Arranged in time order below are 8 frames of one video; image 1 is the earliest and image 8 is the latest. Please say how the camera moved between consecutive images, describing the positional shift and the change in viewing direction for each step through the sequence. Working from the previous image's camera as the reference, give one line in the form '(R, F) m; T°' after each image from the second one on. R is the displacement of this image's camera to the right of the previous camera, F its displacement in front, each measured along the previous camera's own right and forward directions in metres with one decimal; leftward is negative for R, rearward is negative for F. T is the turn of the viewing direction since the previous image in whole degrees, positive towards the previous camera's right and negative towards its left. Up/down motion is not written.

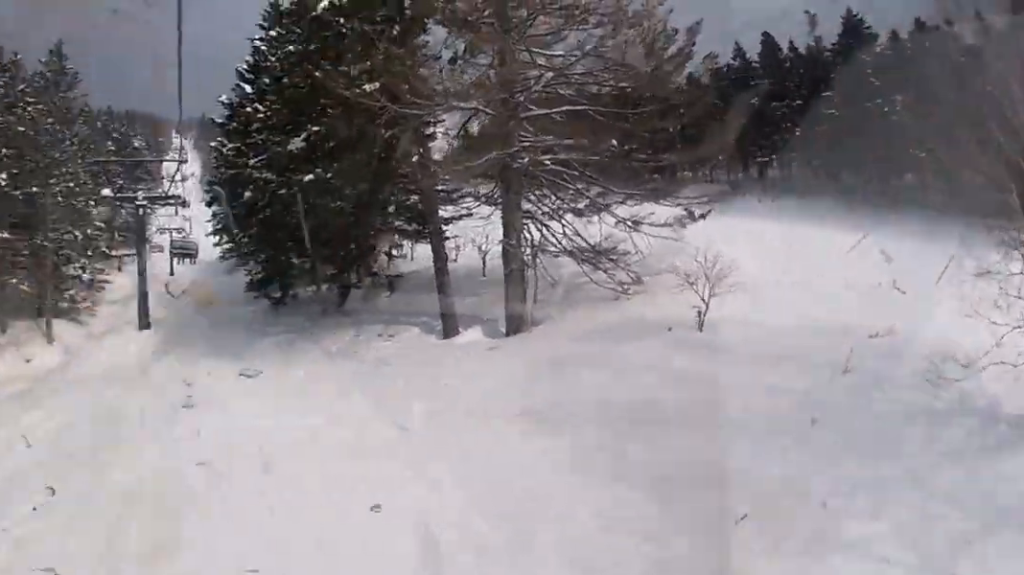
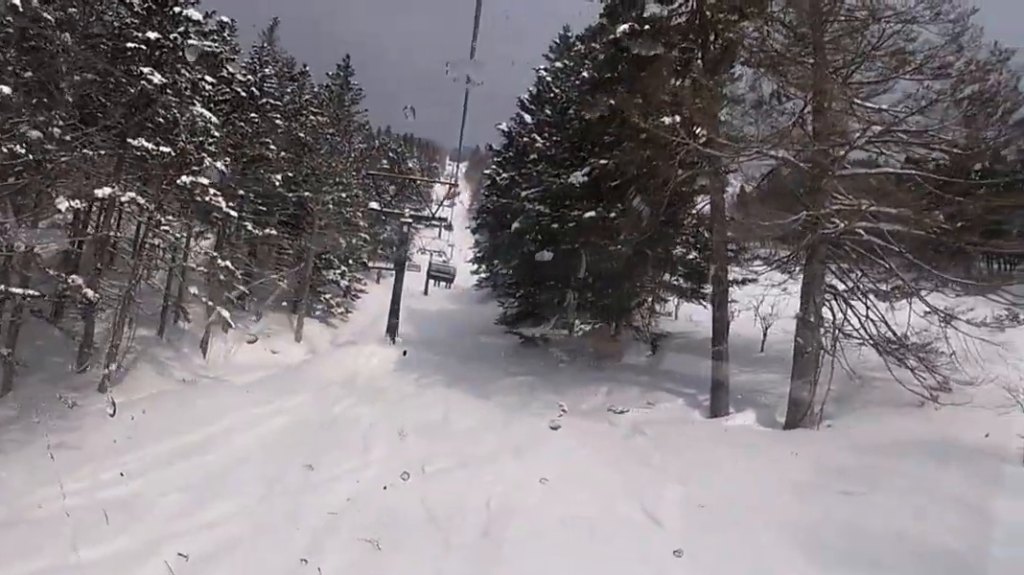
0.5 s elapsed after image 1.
(+0.1, +1.8) m; +1°
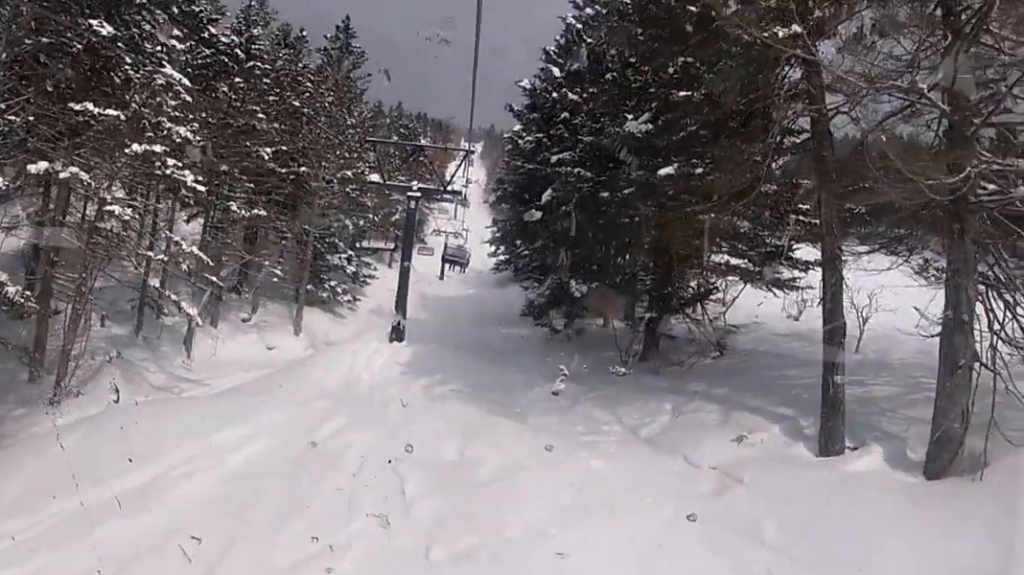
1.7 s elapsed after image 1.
(0.0, +5.1) m; 0°
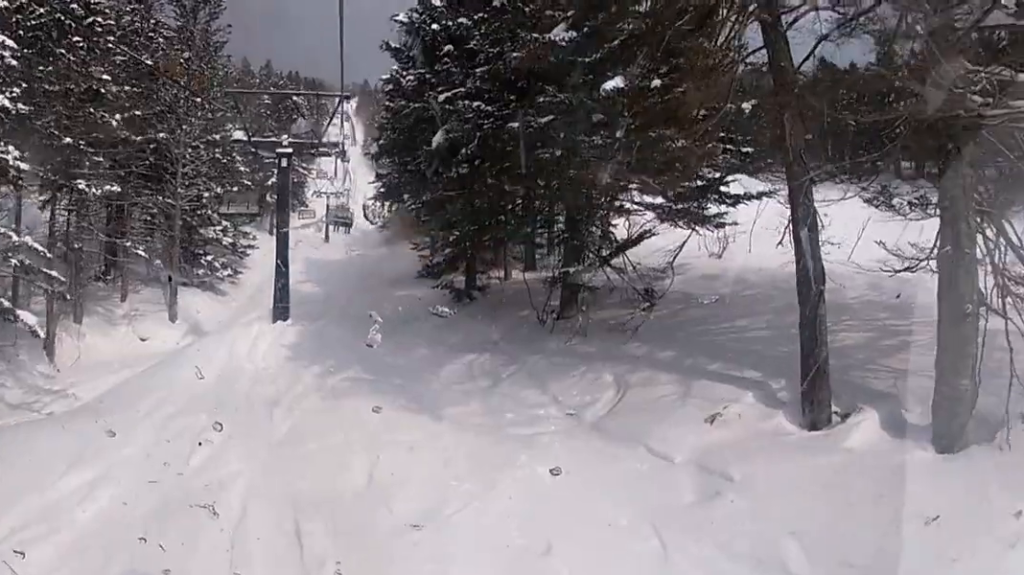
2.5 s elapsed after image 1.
(0.0, +3.1) m; 0°
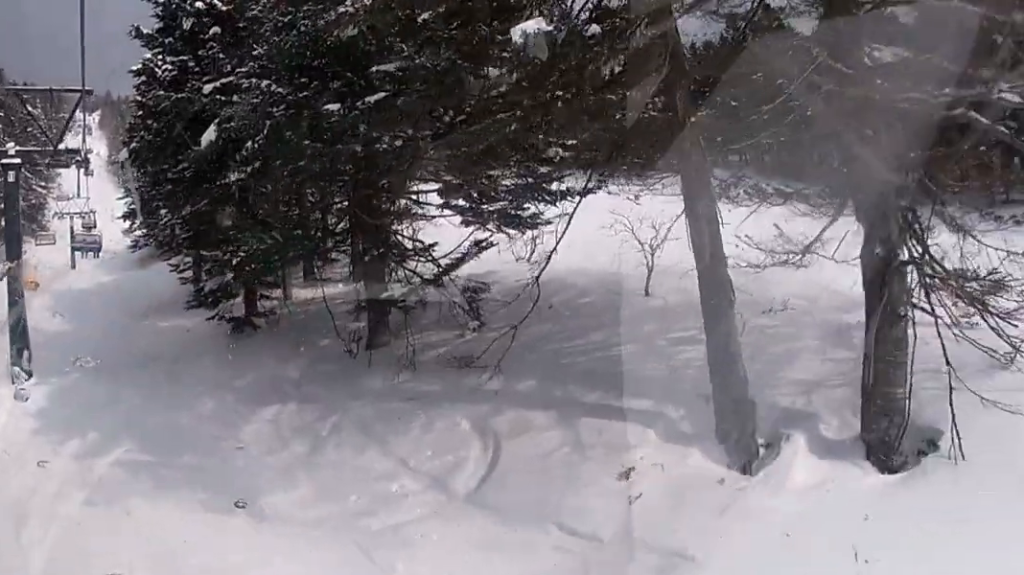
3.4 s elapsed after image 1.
(0.0, +3.5) m; 0°
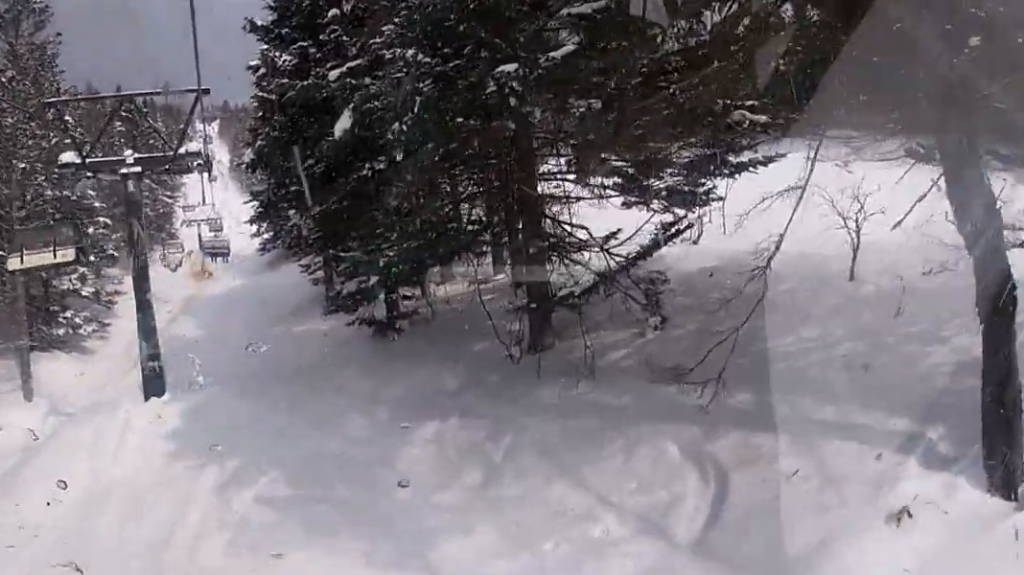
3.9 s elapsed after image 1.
(0.0, +1.9) m; 0°
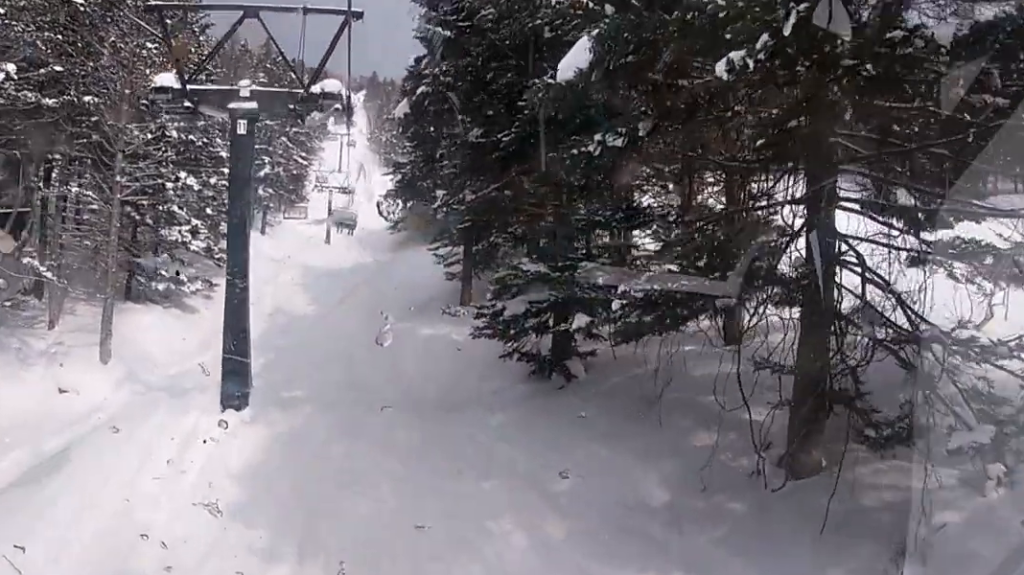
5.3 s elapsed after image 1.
(0.0, +5.4) m; 0°
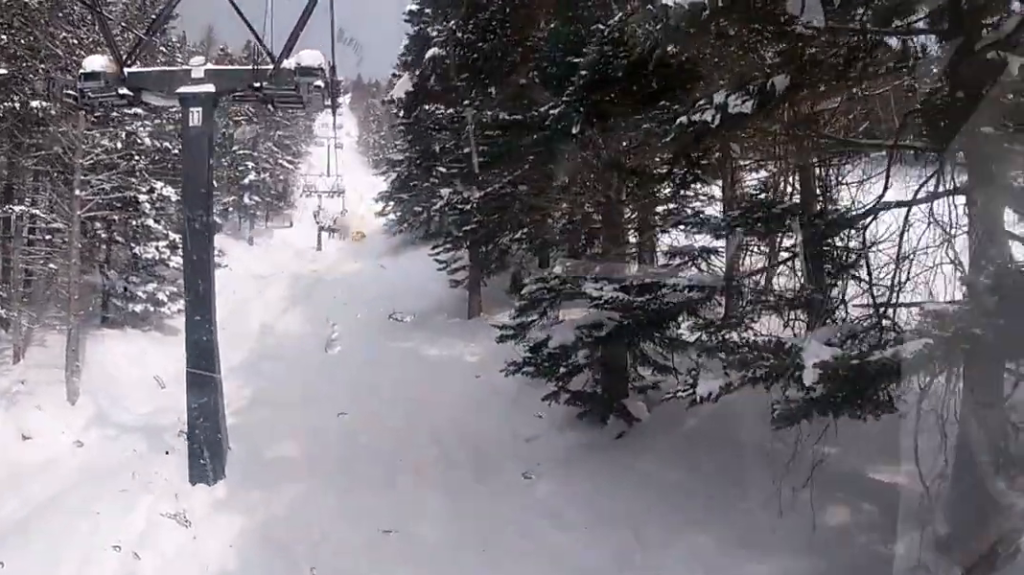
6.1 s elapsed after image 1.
(0.0, +3.3) m; 0°
